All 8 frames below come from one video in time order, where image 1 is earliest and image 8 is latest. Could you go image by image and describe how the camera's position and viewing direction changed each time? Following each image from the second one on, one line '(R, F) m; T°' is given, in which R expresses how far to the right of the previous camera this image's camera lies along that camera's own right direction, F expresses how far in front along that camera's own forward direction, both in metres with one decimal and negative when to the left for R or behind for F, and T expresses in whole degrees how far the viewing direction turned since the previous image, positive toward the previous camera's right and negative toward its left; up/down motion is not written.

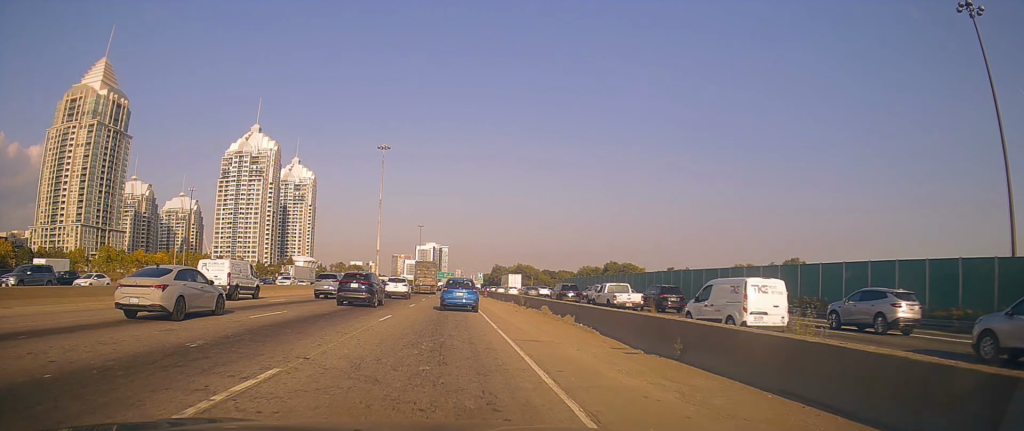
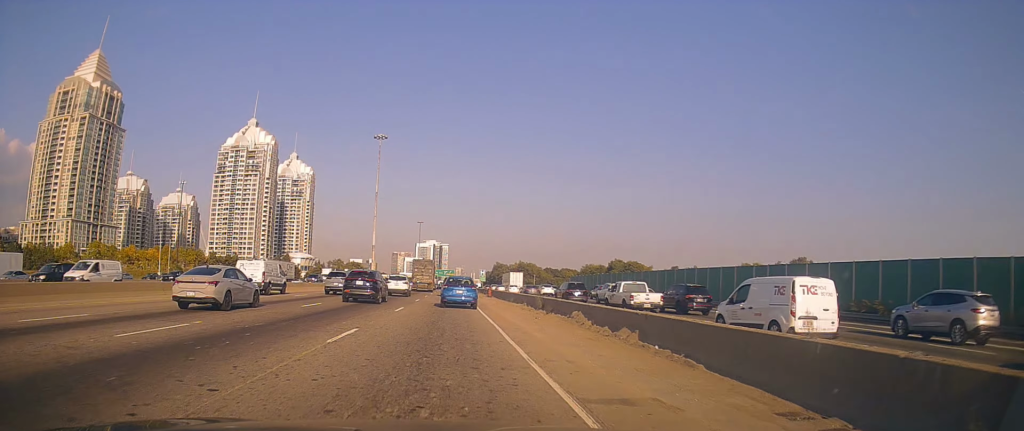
(-0.3, +7.4) m; 0°
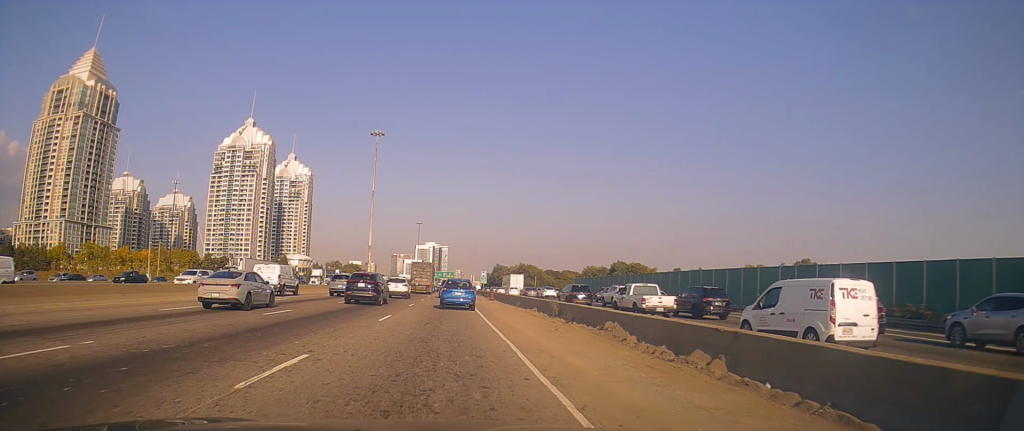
(+0.2, +4.6) m; 0°
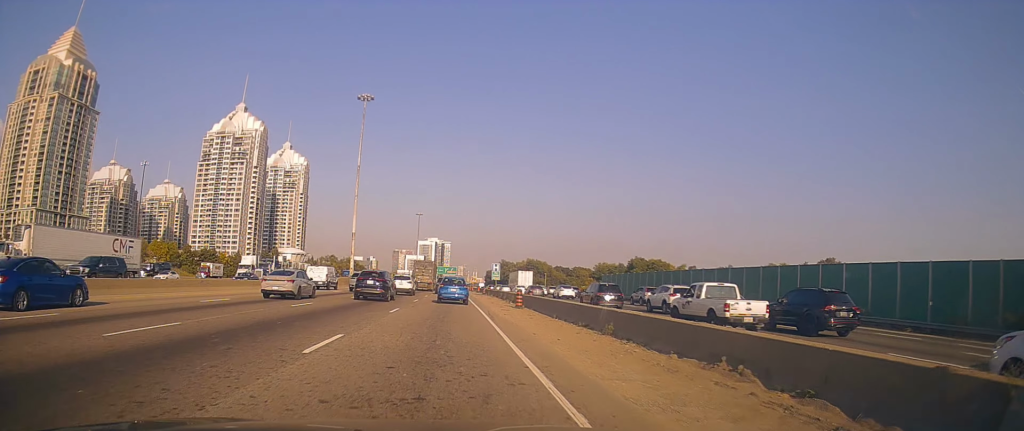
(-0.2, +21.1) m; 0°
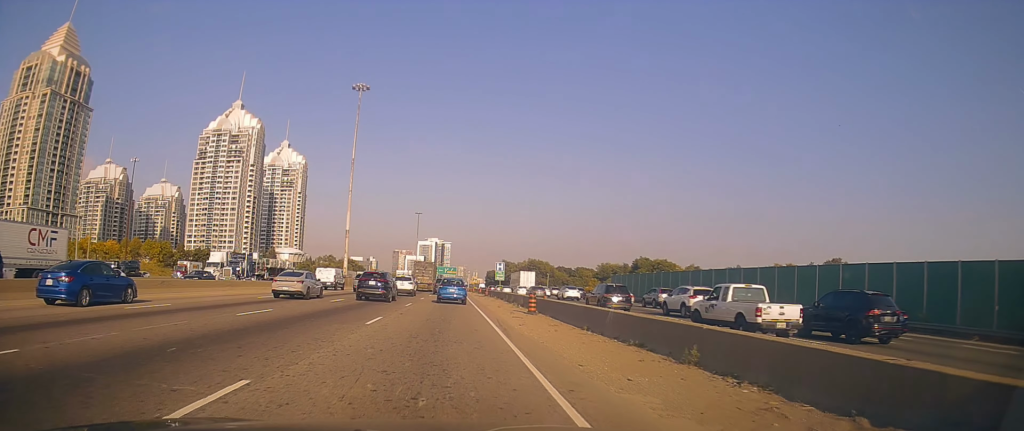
(-0.1, +5.5) m; +2°
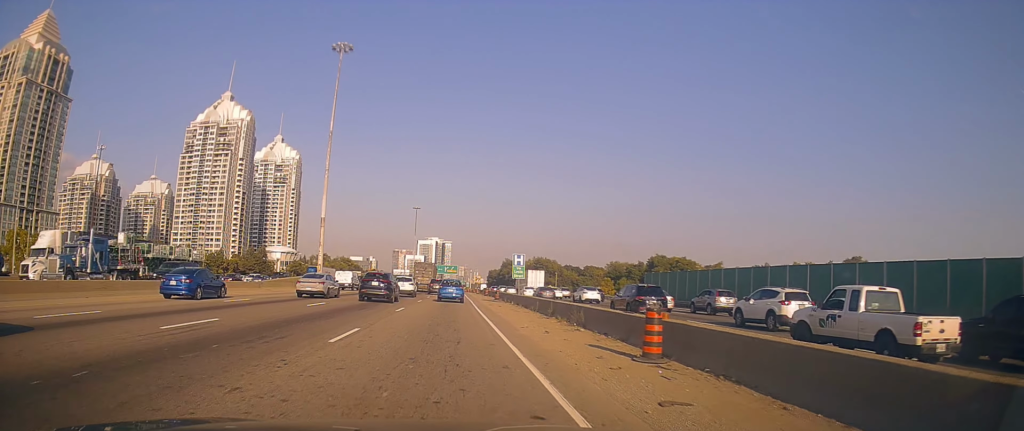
(0.0, +16.6) m; -3°
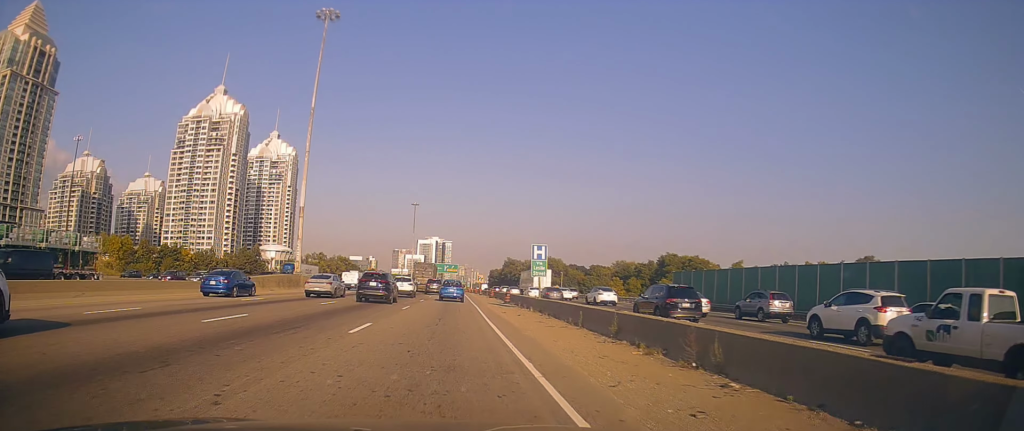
(-0.4, +10.0) m; 0°
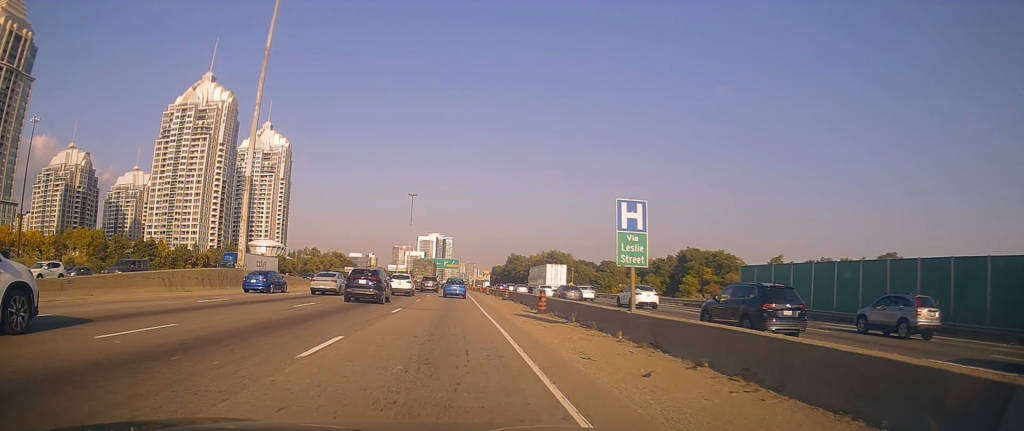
(+0.5, +16.7) m; +1°
